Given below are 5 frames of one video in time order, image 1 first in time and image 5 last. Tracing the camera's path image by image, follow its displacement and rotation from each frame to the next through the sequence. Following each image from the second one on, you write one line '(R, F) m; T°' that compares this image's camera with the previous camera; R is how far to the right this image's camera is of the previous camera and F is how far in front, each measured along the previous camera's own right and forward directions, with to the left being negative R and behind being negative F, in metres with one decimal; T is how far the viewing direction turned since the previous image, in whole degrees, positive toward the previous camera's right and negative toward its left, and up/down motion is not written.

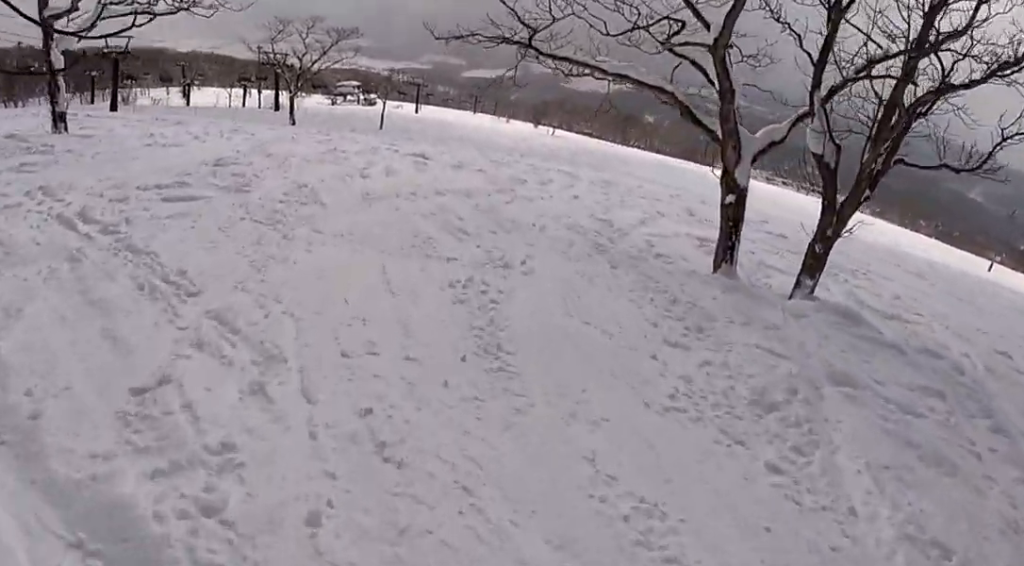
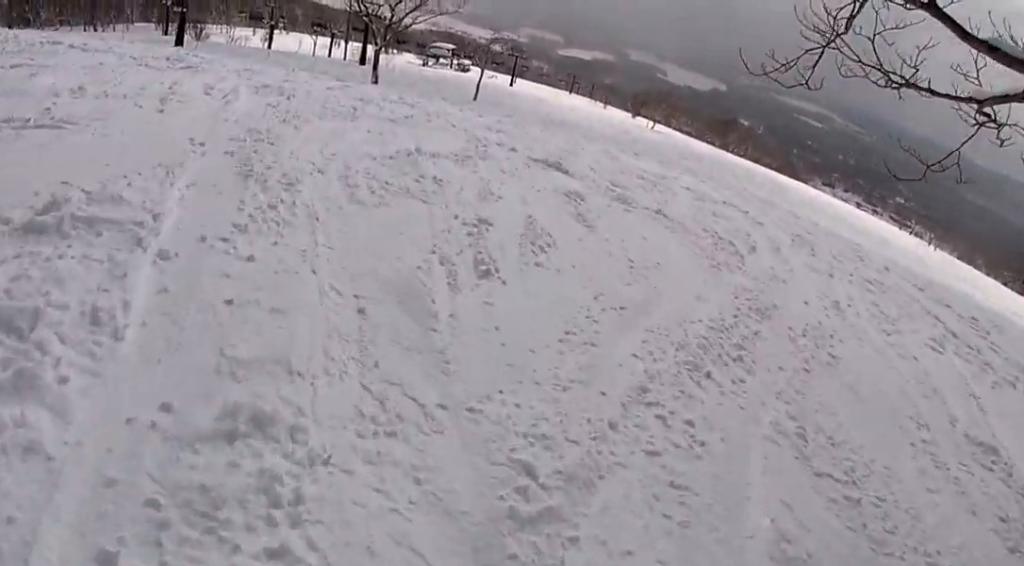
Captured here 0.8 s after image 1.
(-0.8, +7.2) m; -12°
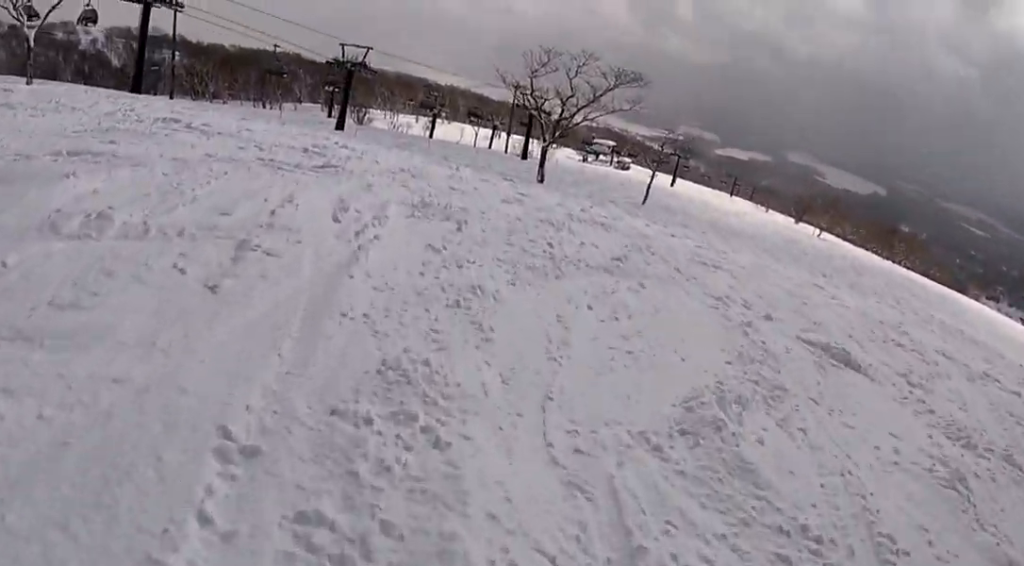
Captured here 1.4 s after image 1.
(-0.2, +4.3) m; -6°
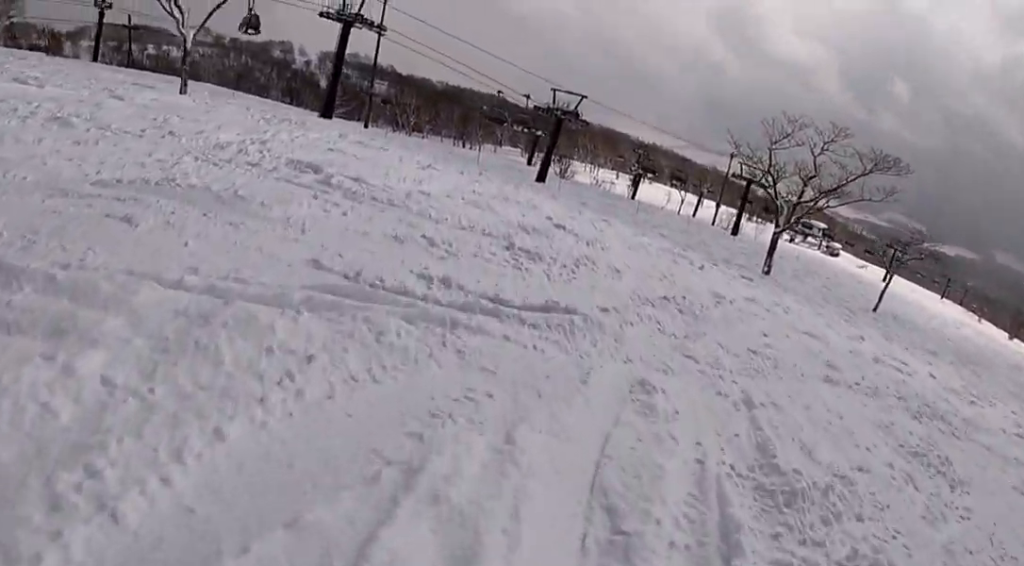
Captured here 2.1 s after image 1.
(-0.6, +6.0) m; -11°
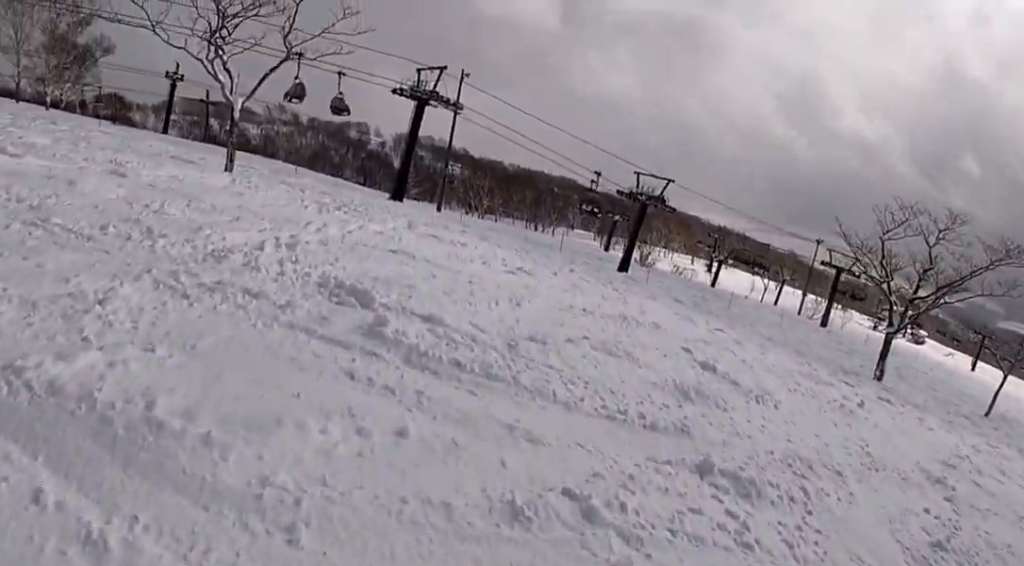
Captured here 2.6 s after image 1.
(+0.1, +4.1) m; -8°
